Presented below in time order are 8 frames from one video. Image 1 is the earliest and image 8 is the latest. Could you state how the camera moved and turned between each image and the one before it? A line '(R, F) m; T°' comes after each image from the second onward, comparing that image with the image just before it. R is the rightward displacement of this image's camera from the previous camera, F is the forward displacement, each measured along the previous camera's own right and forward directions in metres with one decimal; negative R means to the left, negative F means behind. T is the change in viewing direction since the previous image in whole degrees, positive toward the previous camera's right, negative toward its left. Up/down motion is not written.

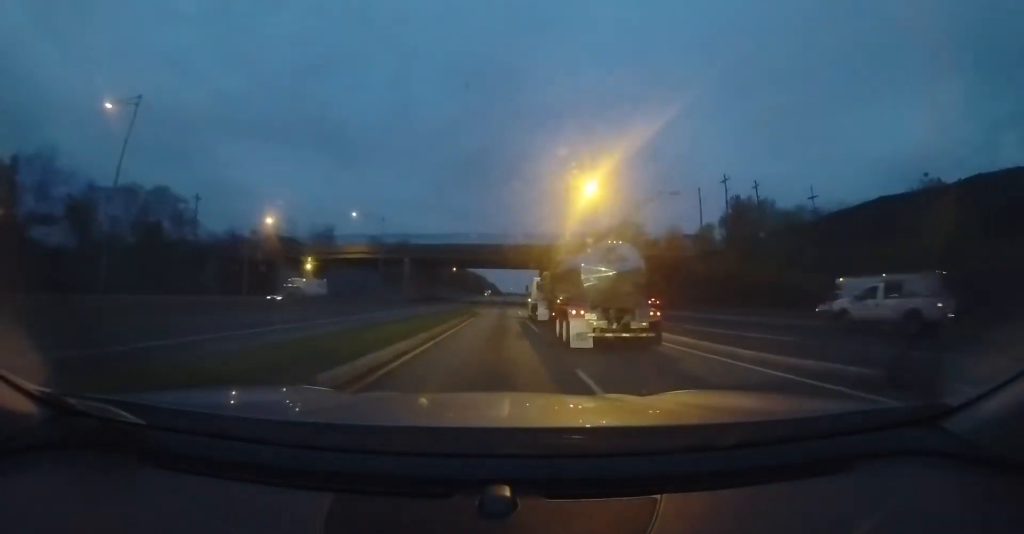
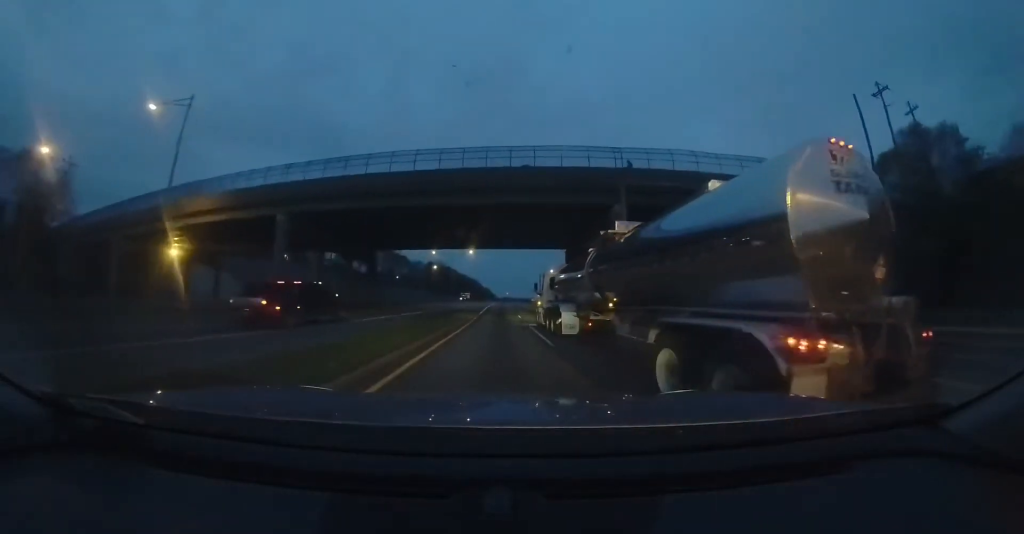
(-0.3, +35.7) m; 0°
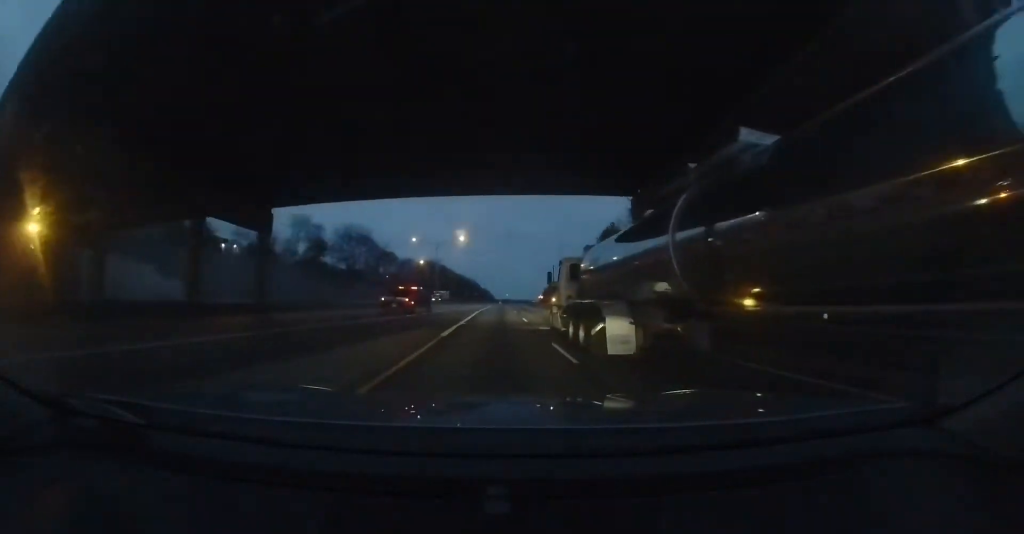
(+0.1, +21.1) m; +1°
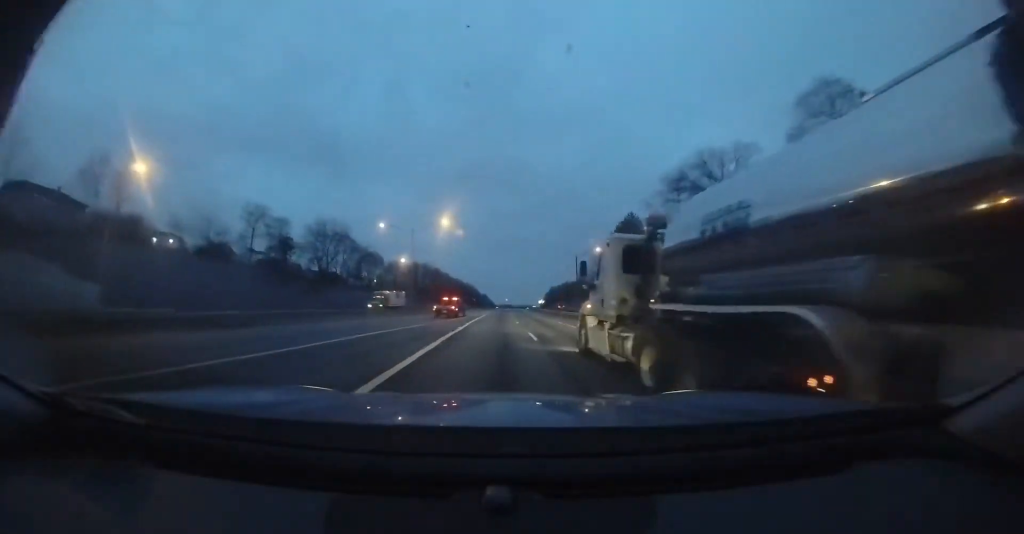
(+0.2, +19.2) m; 0°
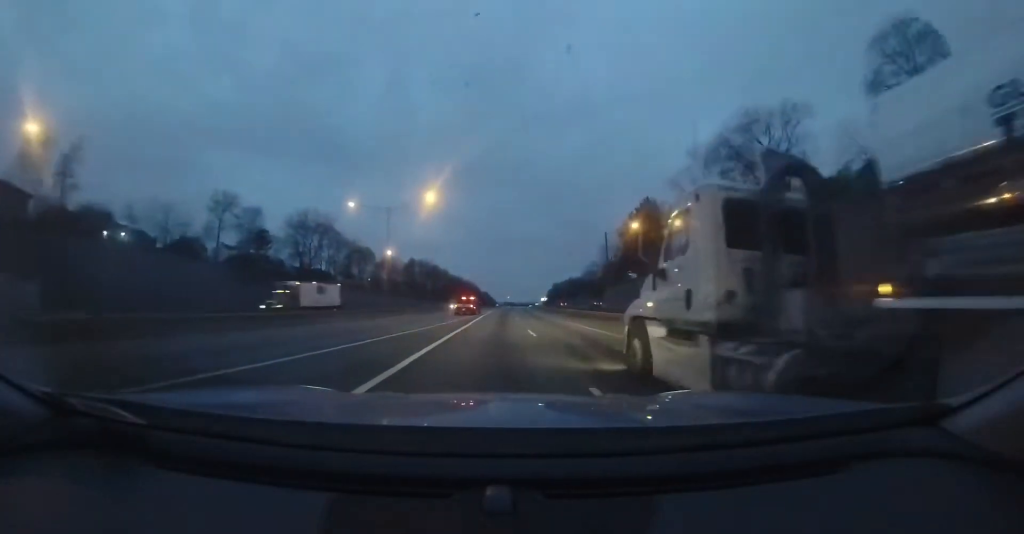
(-0.2, +11.6) m; -1°
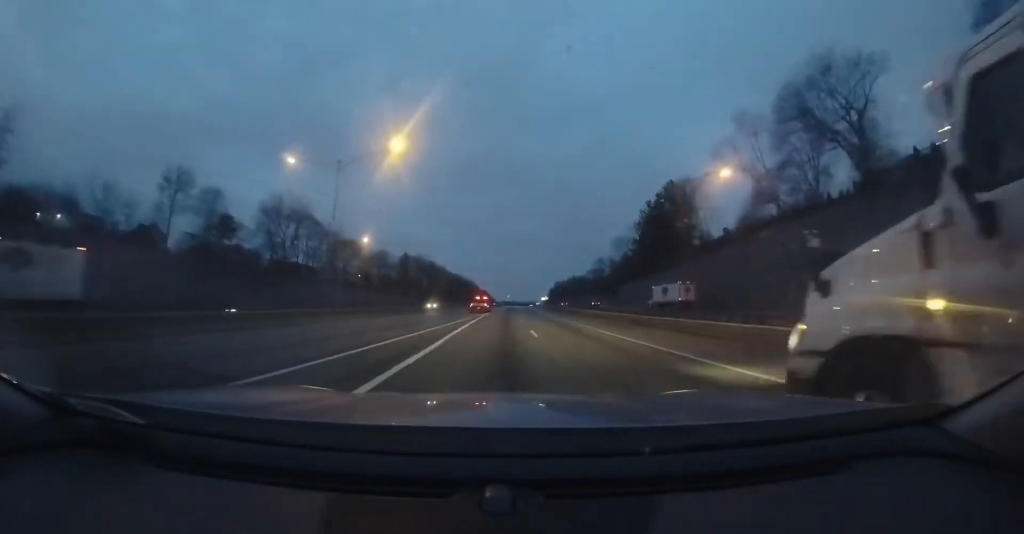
(-0.1, +13.4) m; 0°
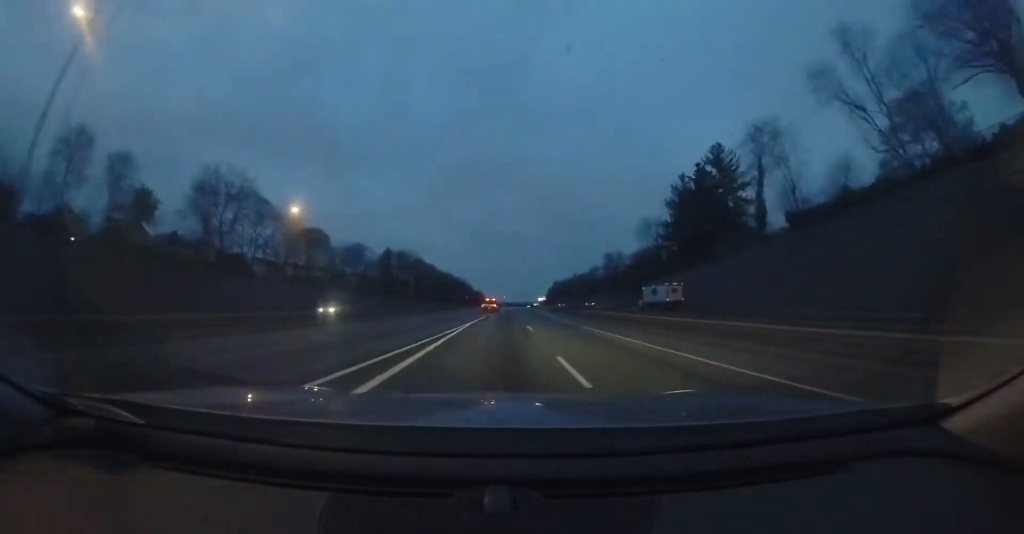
(-0.1, +21.1) m; +2°
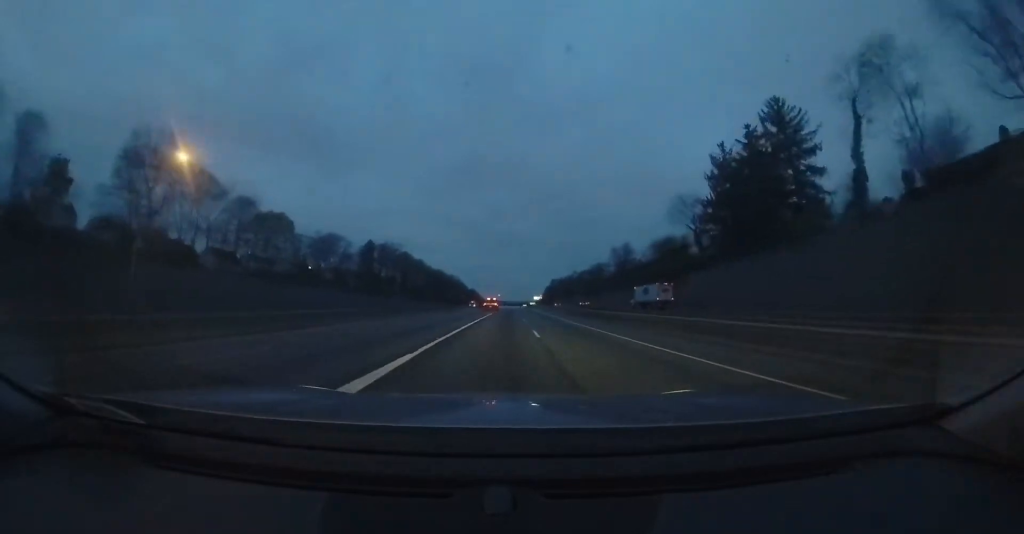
(+0.6, +16.7) m; +2°
